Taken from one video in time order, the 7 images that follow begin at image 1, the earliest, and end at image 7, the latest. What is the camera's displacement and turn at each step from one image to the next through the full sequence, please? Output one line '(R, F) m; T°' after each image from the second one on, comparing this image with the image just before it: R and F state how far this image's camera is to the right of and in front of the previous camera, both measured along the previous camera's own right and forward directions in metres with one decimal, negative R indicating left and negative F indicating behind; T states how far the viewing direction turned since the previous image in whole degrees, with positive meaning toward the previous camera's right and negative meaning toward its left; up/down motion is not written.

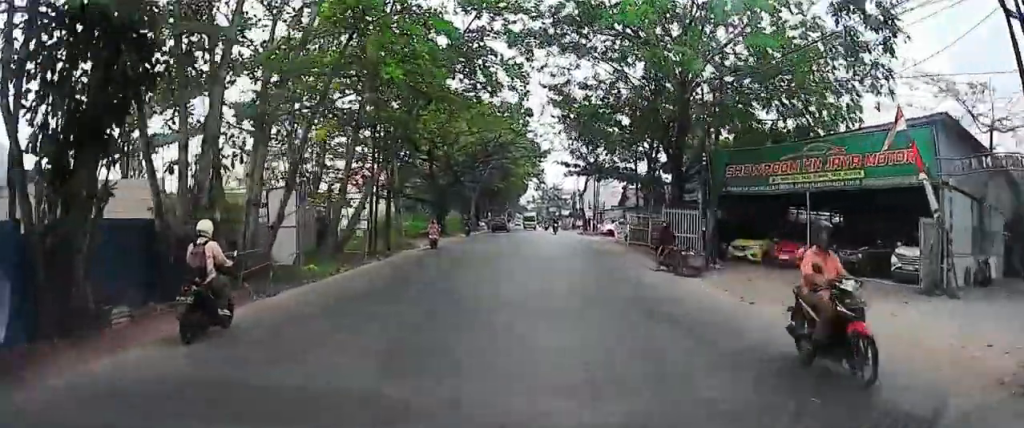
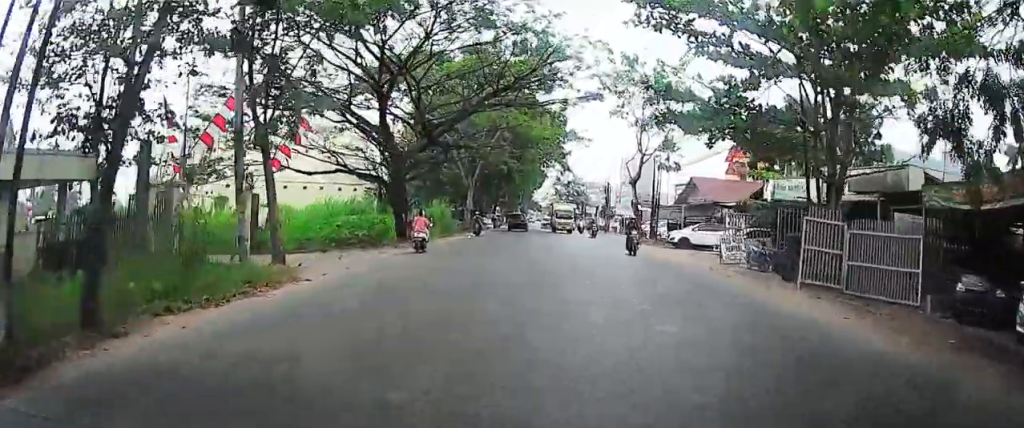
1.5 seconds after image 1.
(+1.3, +17.6) m; +6°
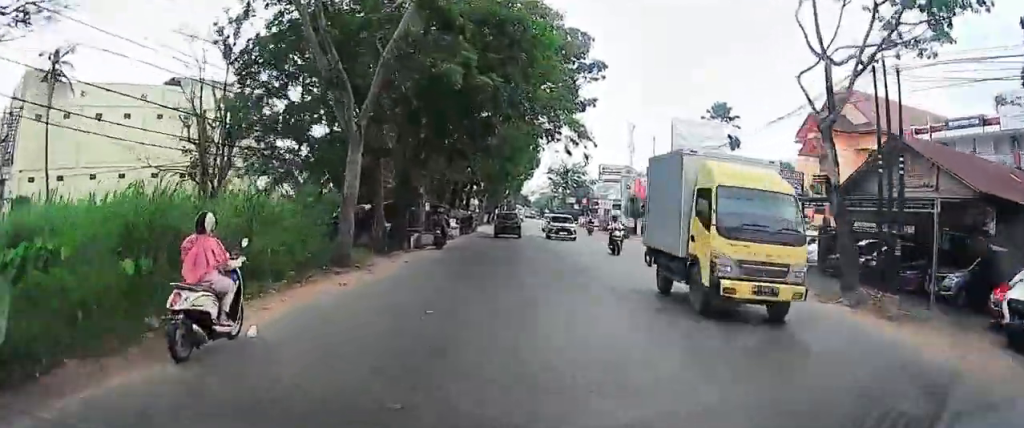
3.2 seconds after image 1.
(+0.5, +24.2) m; +1°
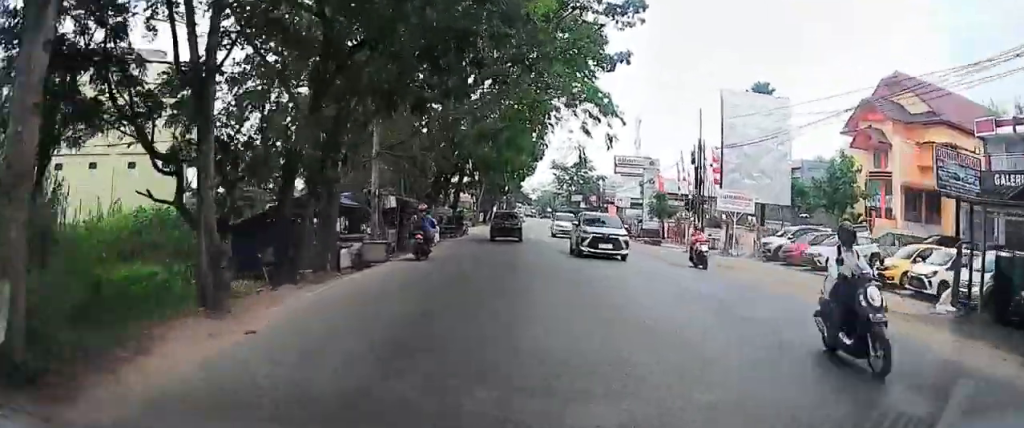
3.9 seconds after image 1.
(0.0, +10.4) m; +2°
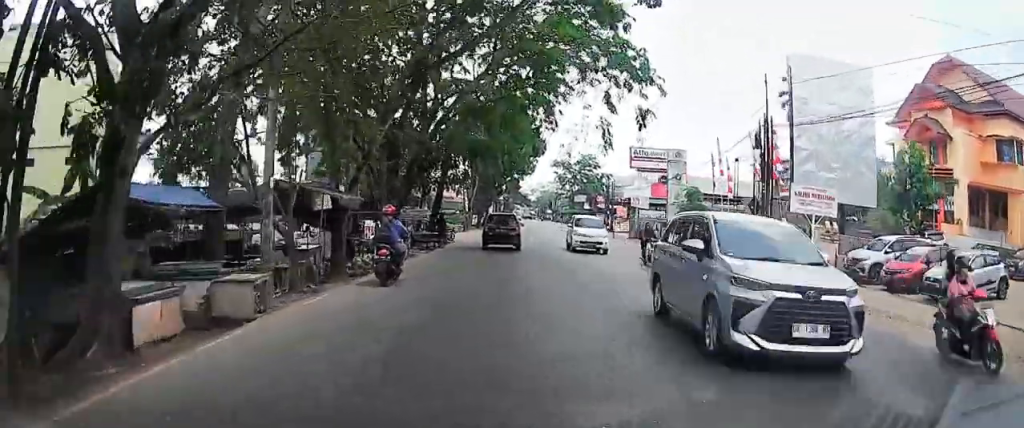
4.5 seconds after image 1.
(+0.1, +9.6) m; +1°
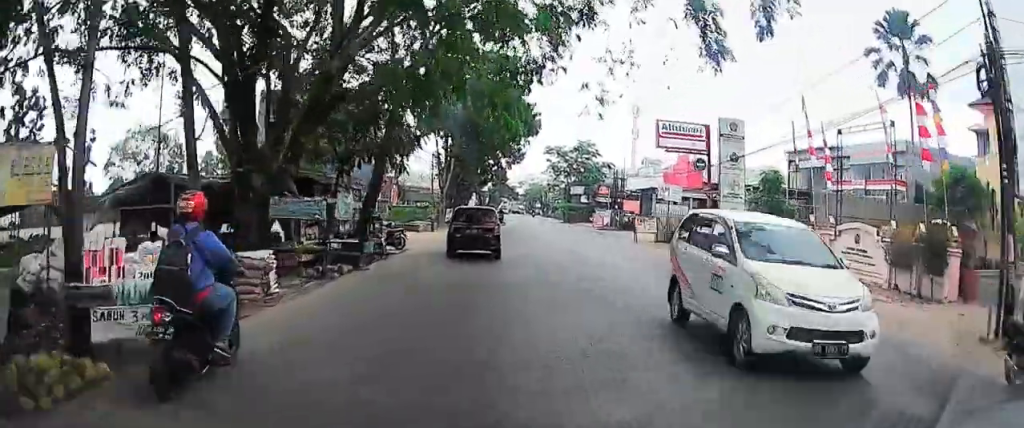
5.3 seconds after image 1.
(+0.5, +14.0) m; 0°
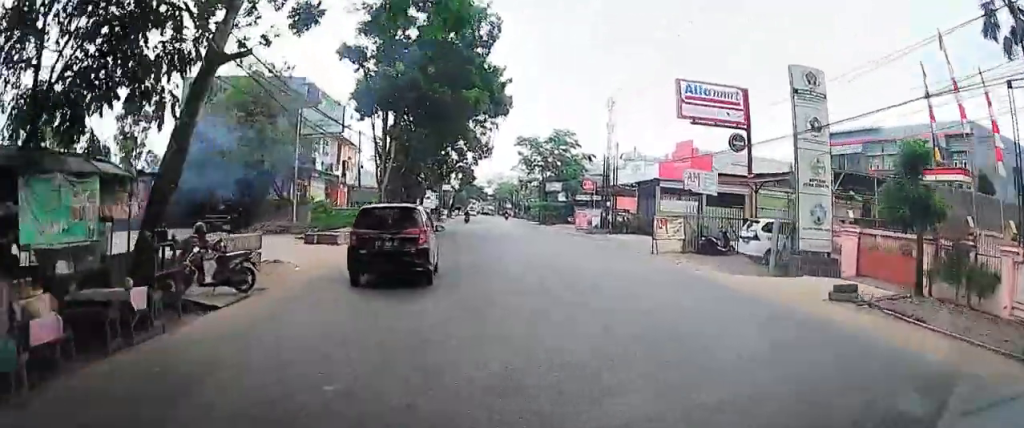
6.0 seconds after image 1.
(-0.3, +12.3) m; -1°
